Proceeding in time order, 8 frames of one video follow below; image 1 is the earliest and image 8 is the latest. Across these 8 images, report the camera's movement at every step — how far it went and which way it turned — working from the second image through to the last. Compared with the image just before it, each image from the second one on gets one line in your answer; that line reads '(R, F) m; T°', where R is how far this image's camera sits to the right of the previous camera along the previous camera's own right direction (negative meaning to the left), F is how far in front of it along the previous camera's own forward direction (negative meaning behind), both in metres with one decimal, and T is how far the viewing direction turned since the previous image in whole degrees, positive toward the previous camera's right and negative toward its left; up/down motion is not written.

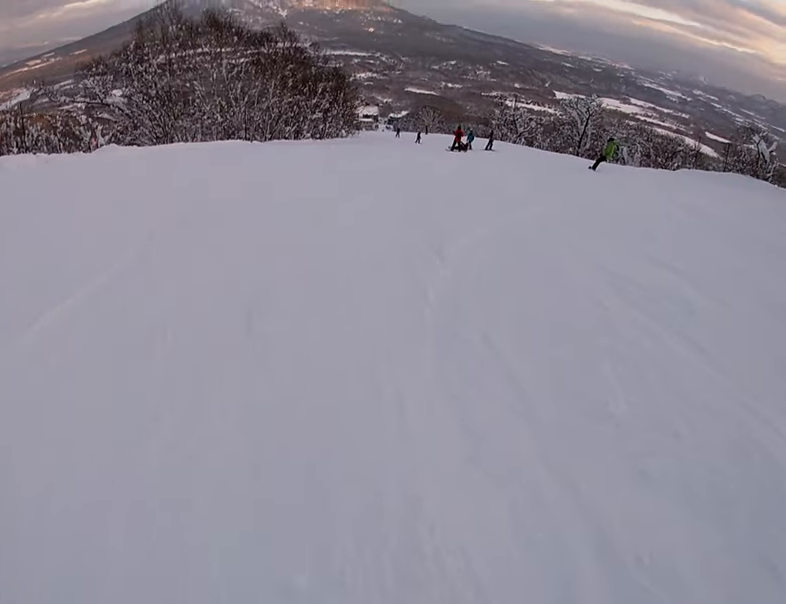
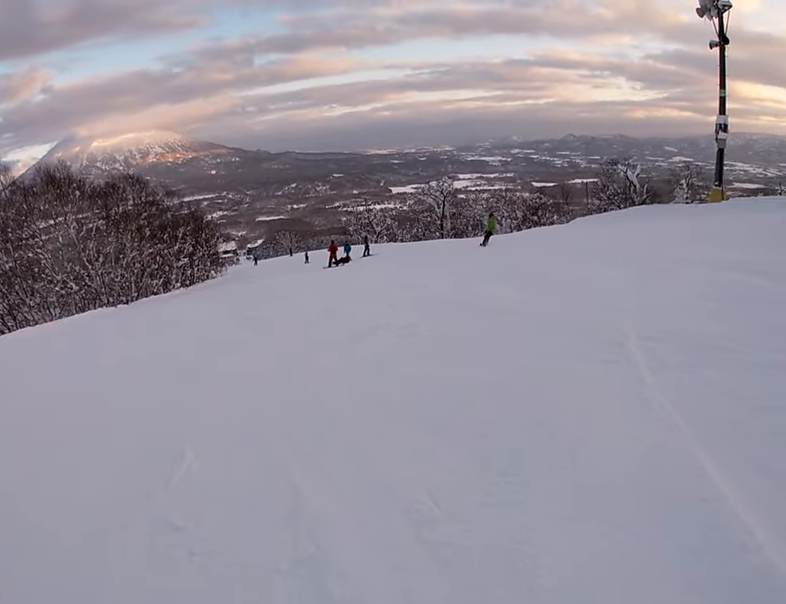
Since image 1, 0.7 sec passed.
(+0.5, +4.6) m; +6°
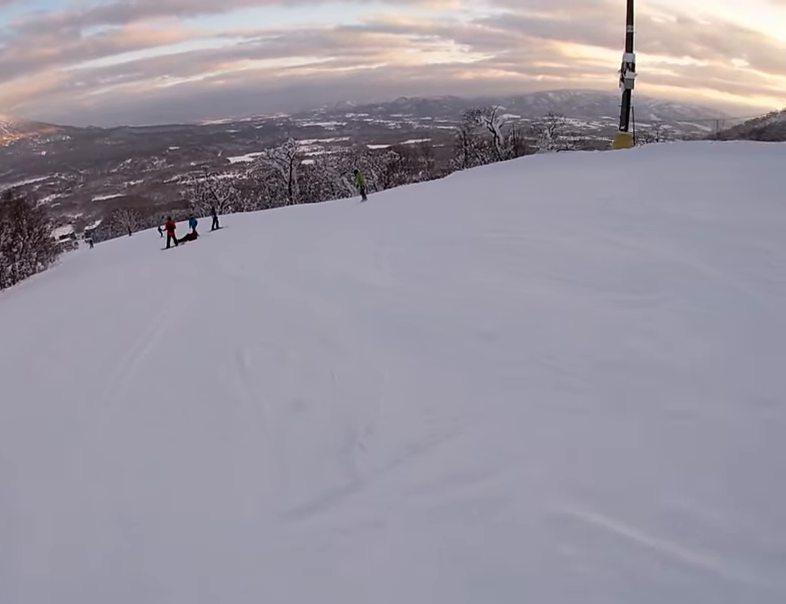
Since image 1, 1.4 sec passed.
(+0.2, +4.1) m; +6°
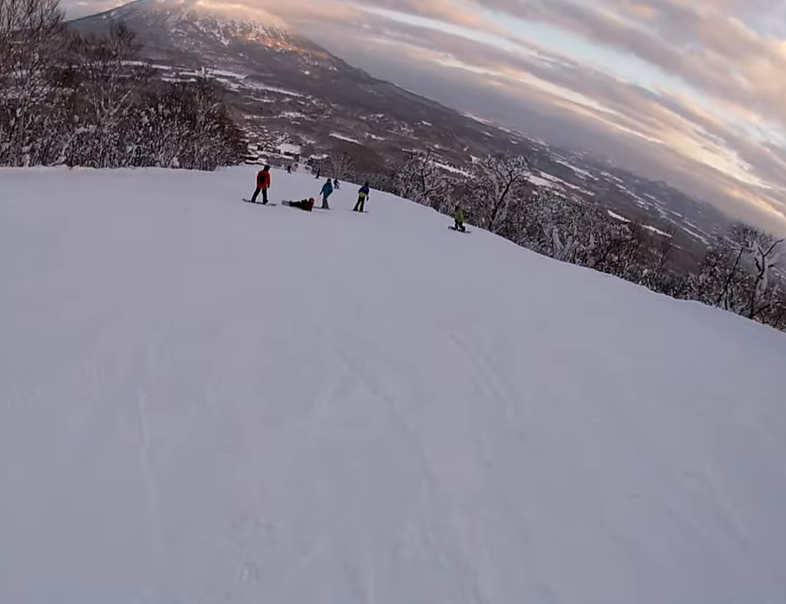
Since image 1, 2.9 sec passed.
(+0.7, +8.0) m; -8°
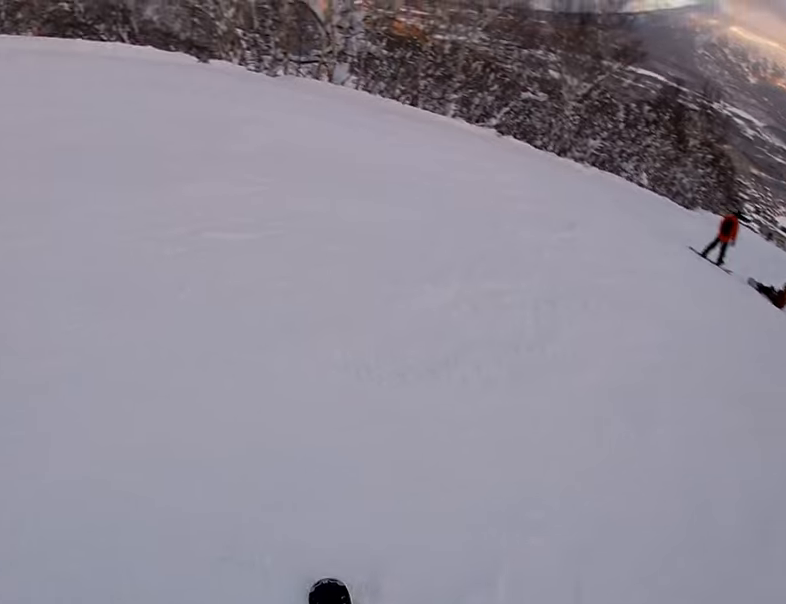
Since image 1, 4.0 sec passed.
(-1.4, +4.2) m; -32°
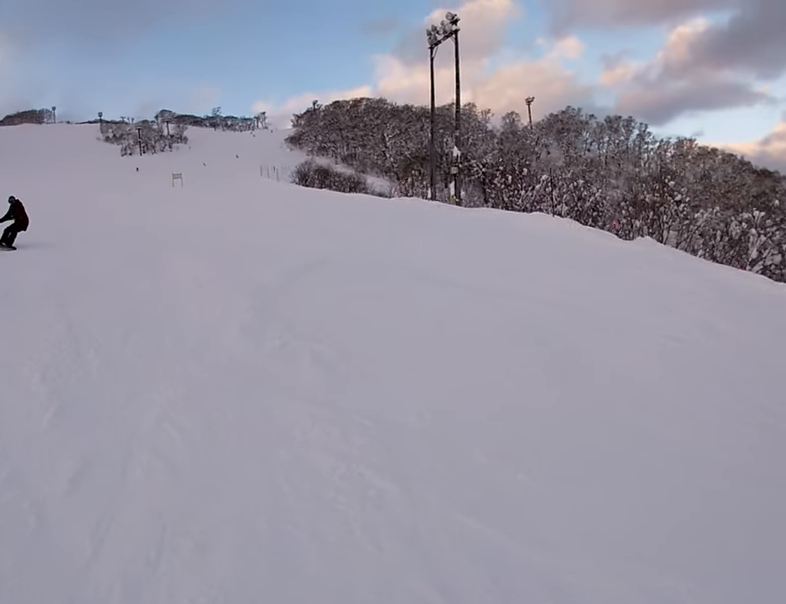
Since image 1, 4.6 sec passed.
(-0.2, +1.9) m; -24°
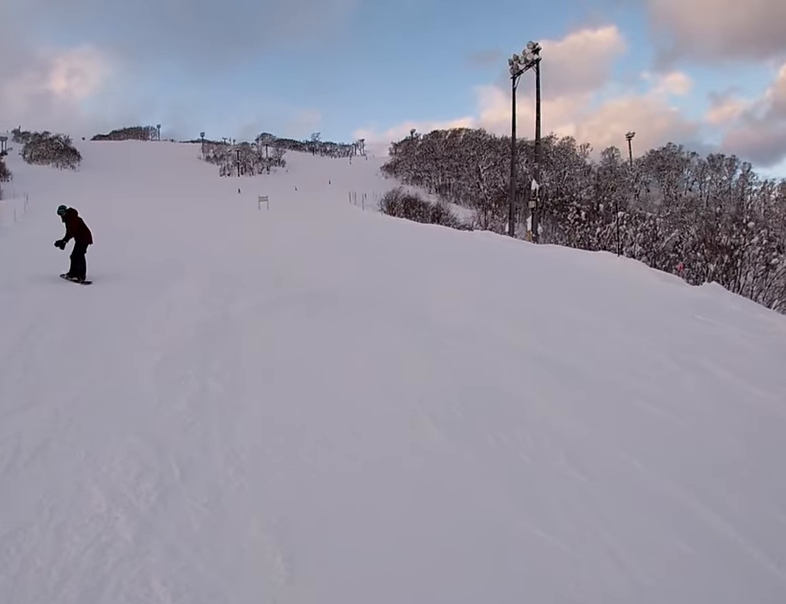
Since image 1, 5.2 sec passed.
(-0.4, +1.3) m; -22°
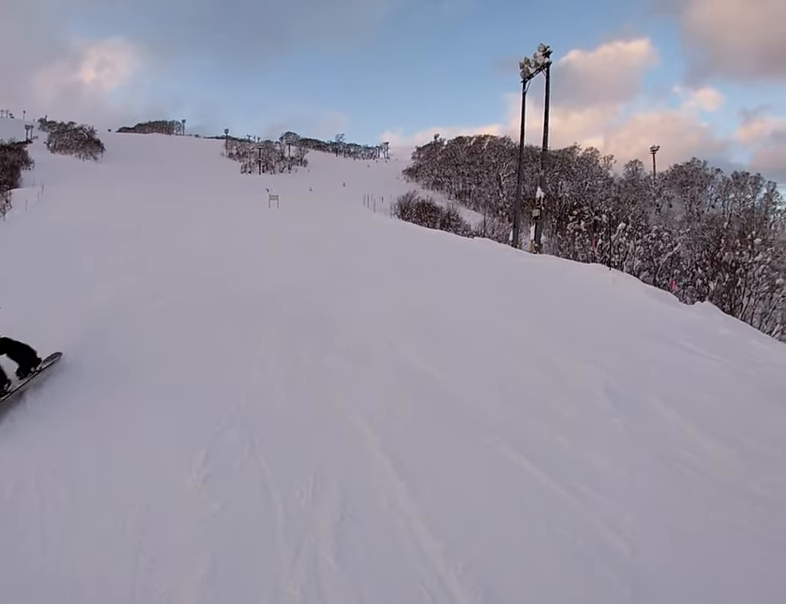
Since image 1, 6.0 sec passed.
(-0.7, +1.6) m; -20°
